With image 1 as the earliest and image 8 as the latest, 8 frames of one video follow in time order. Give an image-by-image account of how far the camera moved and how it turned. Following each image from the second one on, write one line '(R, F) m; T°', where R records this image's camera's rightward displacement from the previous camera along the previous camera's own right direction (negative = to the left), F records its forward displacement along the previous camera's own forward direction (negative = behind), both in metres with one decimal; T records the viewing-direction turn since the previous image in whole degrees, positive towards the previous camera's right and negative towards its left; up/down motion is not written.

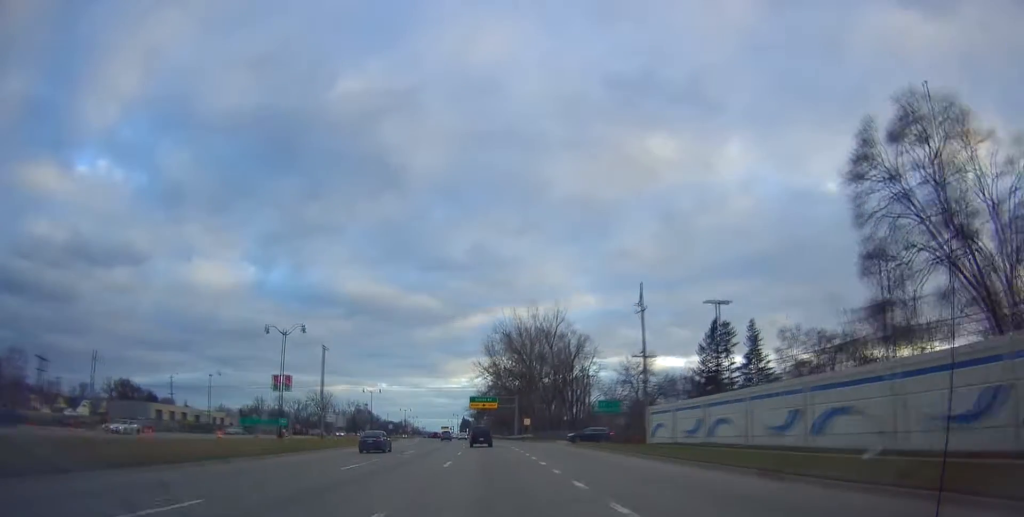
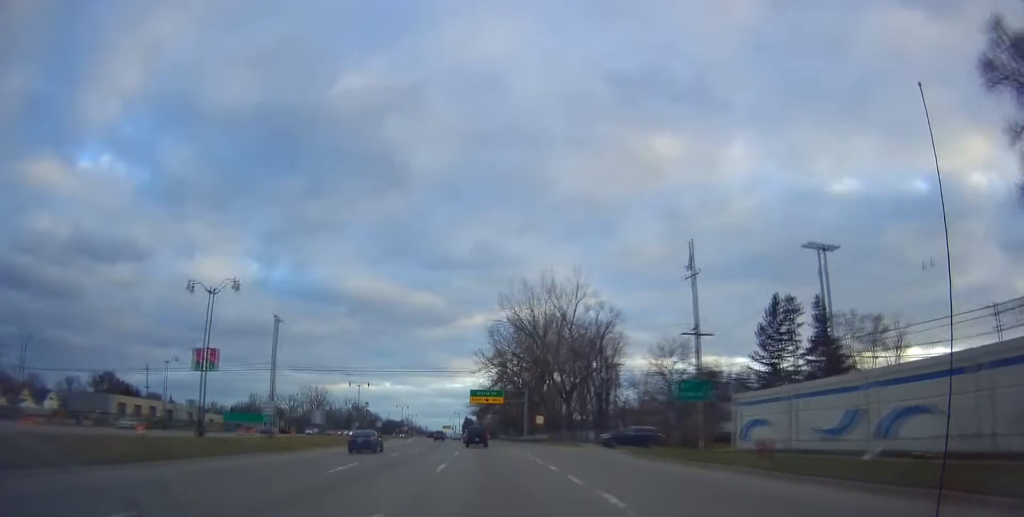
(0.0, +16.8) m; +2°
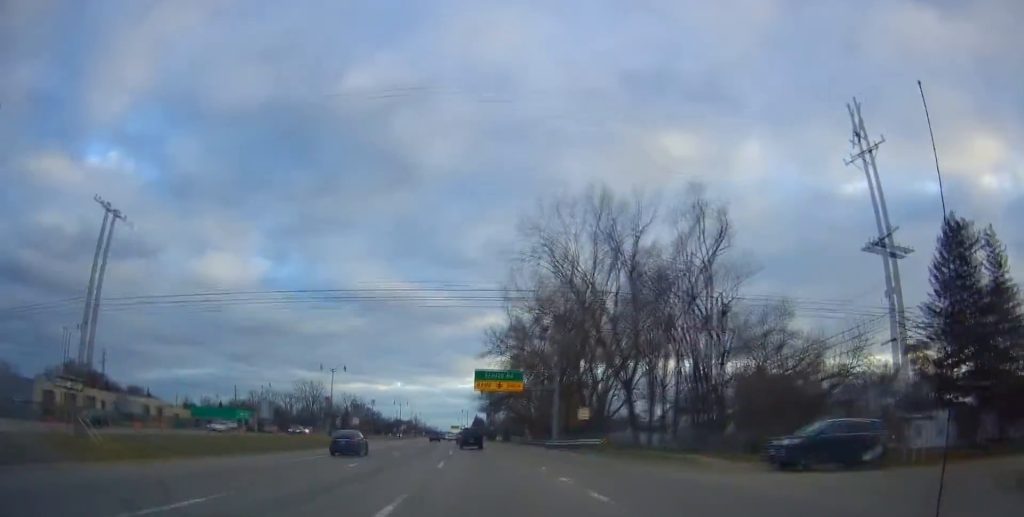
(-0.2, +27.0) m; -3°
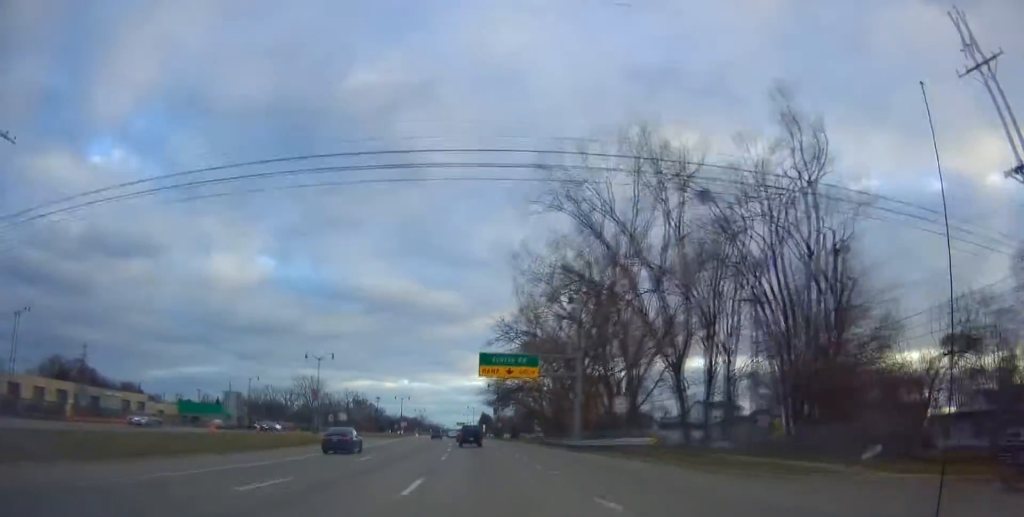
(-0.7, +10.9) m; -1°
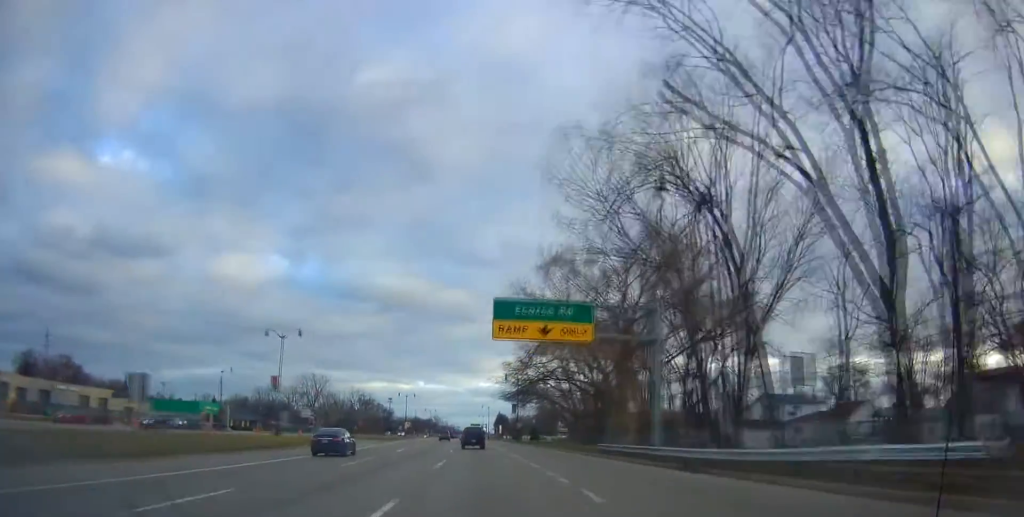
(+0.6, +19.9) m; 0°
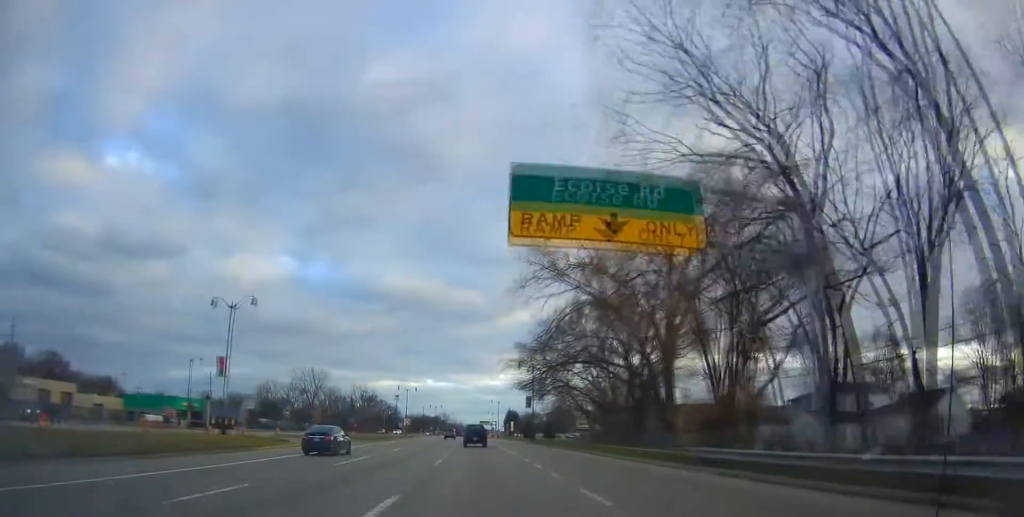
(-0.4, +14.4) m; -1°
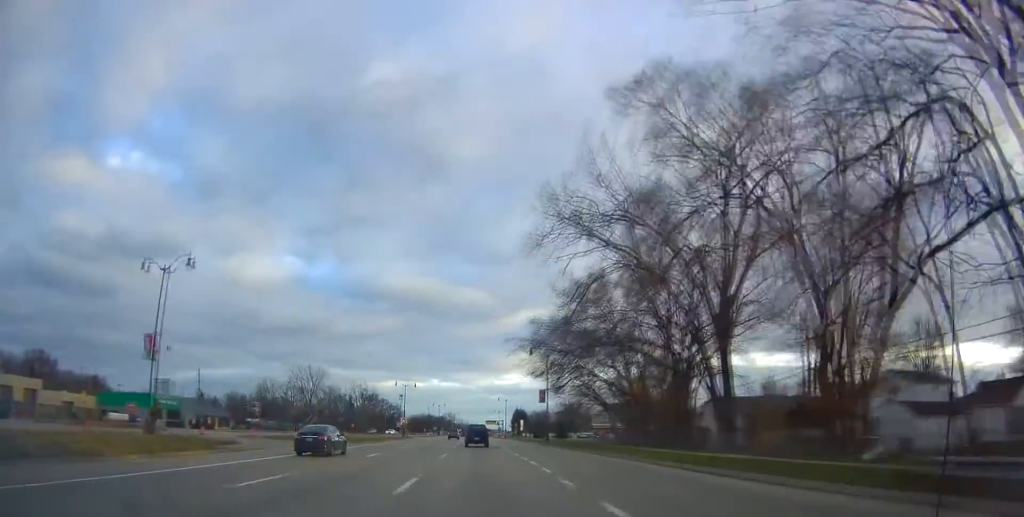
(-0.2, +11.7) m; 0°
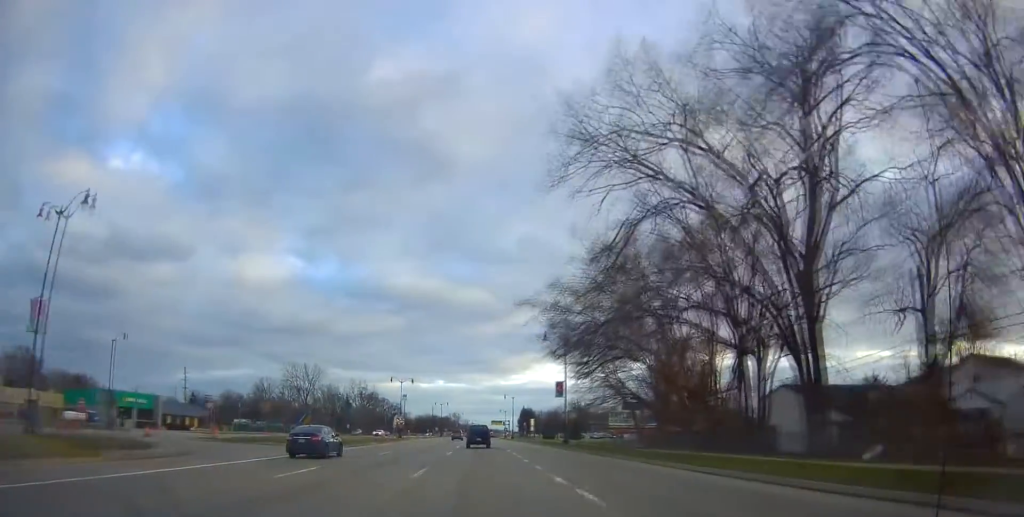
(+0.2, +11.8) m; 0°
